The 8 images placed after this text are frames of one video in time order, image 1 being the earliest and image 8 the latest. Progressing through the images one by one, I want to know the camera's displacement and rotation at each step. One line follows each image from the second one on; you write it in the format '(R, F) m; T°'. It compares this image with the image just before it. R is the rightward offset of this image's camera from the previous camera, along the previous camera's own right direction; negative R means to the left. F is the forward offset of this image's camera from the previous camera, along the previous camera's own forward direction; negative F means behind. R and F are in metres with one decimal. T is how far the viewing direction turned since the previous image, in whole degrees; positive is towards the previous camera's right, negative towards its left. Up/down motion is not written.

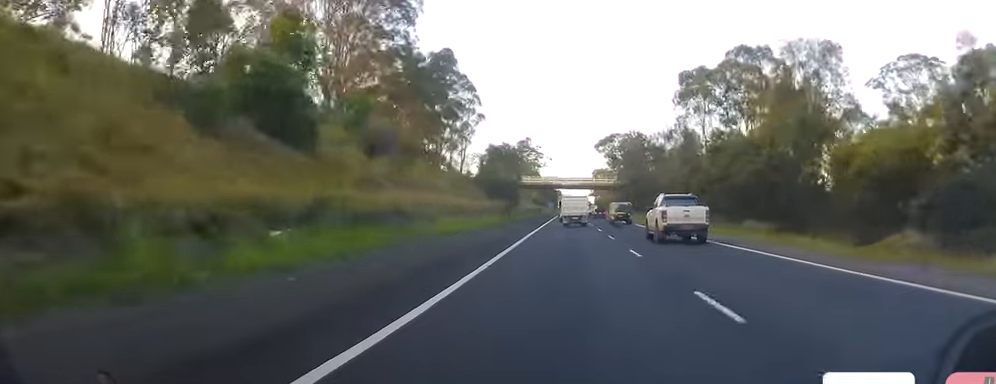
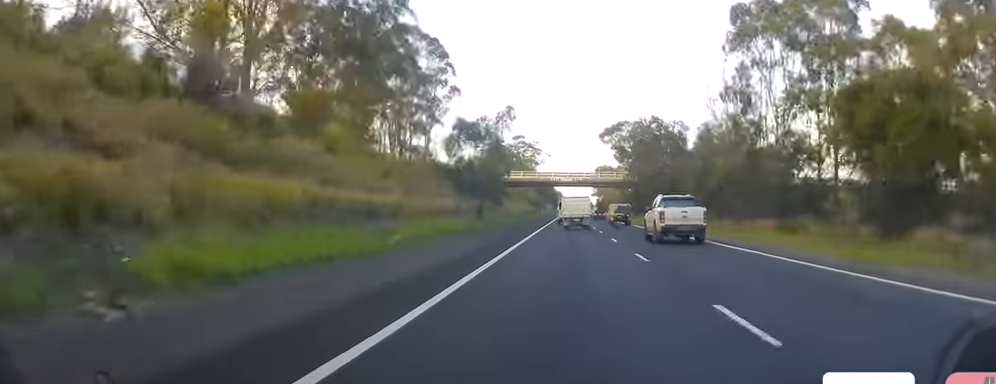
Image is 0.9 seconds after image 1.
(-0.6, +24.6) m; 0°
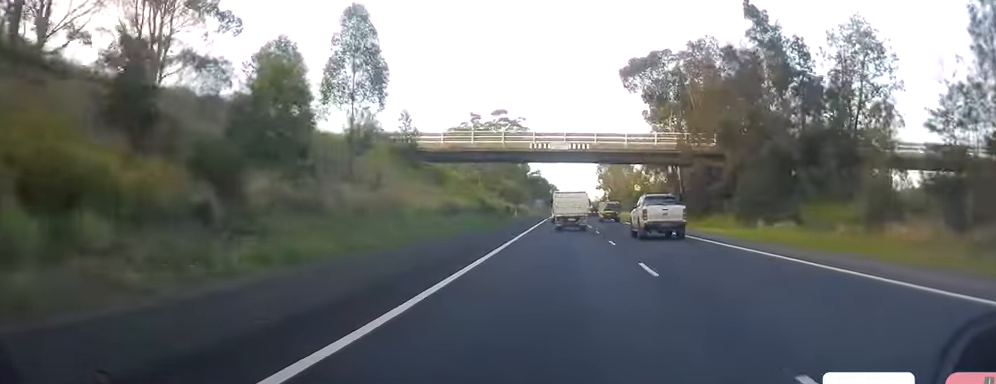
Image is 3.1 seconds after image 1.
(+0.3, +62.3) m; 0°
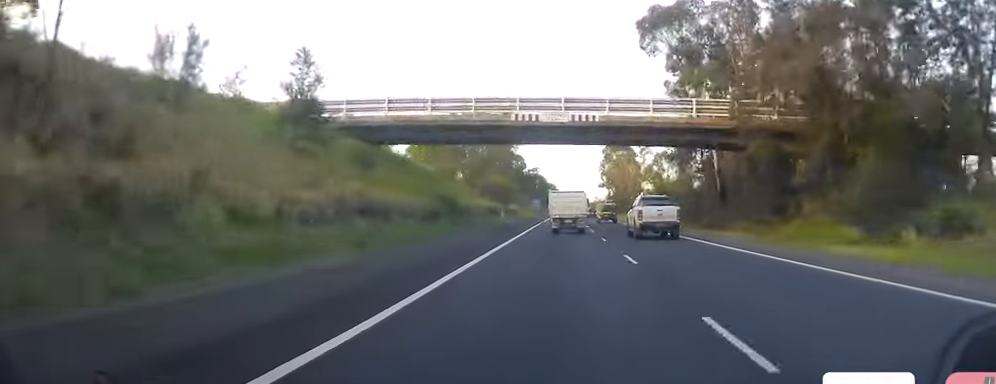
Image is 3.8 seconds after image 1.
(-0.2, +19.9) m; +1°
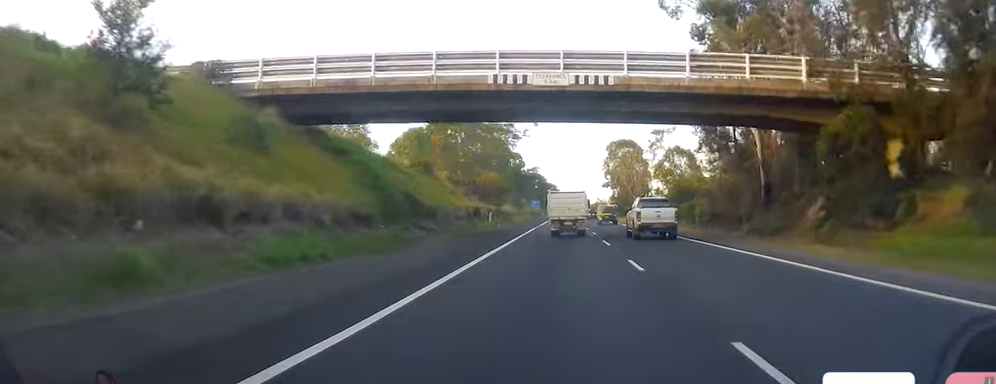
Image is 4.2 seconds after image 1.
(0.0, +13.2) m; 0°
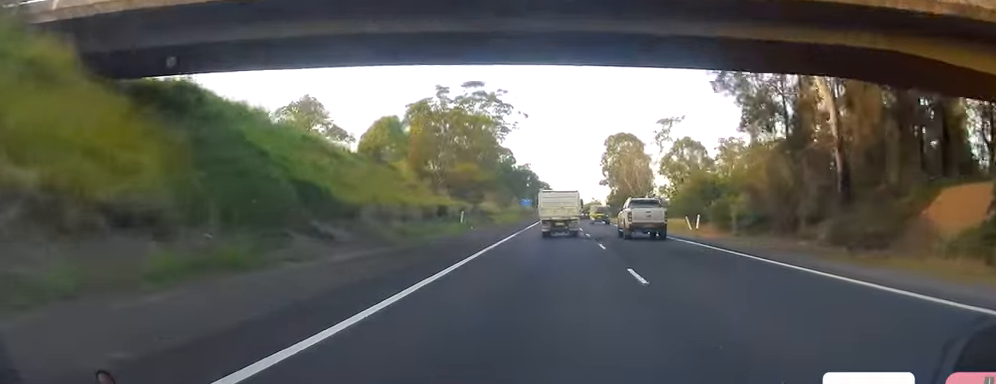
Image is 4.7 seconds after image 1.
(+0.3, +14.2) m; 0°
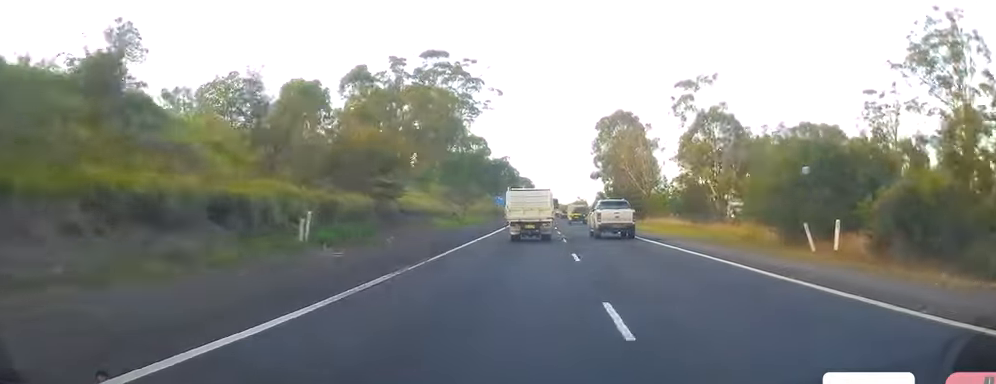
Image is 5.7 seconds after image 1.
(0.0, +28.3) m; 0°
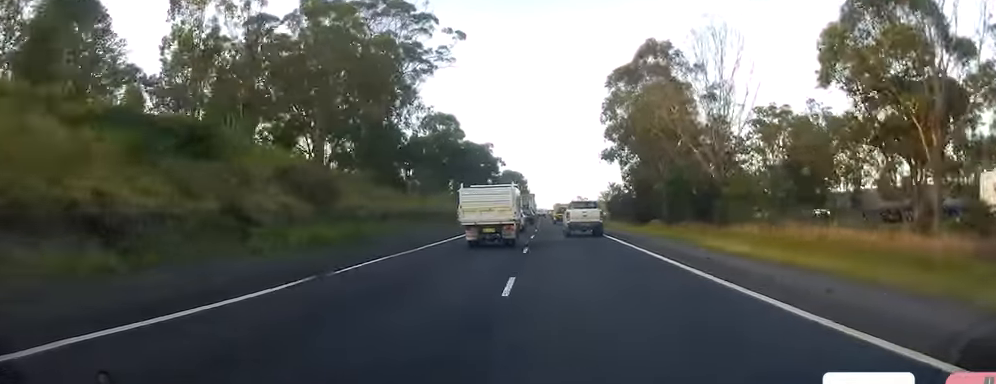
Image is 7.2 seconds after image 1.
(-0.1, +42.0) m; +1°
